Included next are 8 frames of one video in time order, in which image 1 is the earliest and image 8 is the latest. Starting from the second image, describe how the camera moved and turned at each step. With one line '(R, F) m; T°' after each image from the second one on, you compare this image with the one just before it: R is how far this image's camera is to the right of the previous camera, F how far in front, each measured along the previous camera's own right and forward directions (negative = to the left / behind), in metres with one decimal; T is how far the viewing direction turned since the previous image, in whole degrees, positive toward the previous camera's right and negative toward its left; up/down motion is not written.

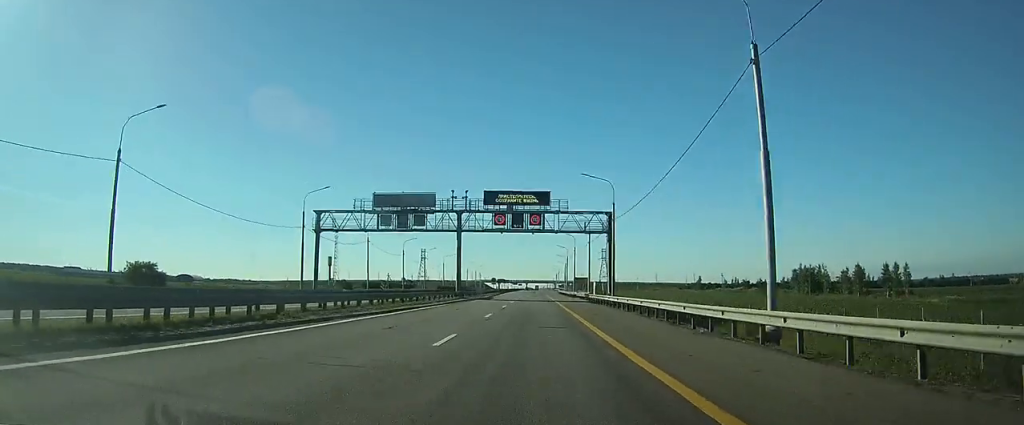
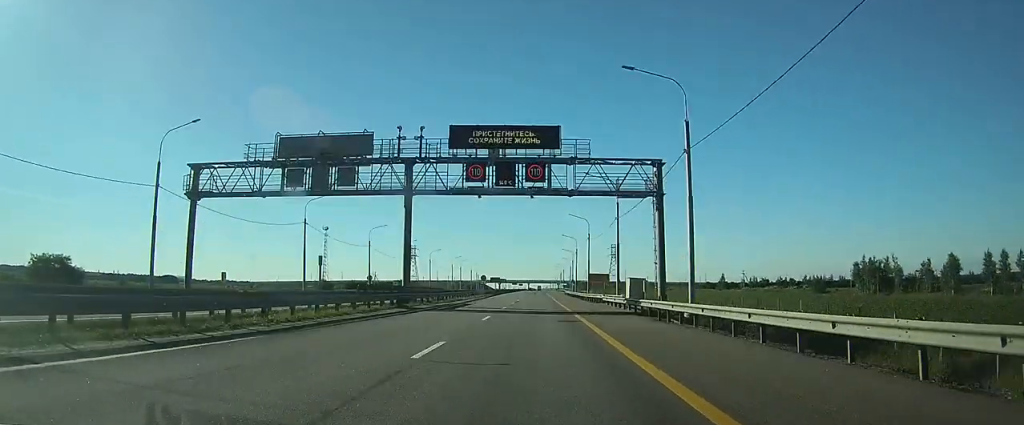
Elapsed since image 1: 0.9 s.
(0.0, +26.2) m; 0°
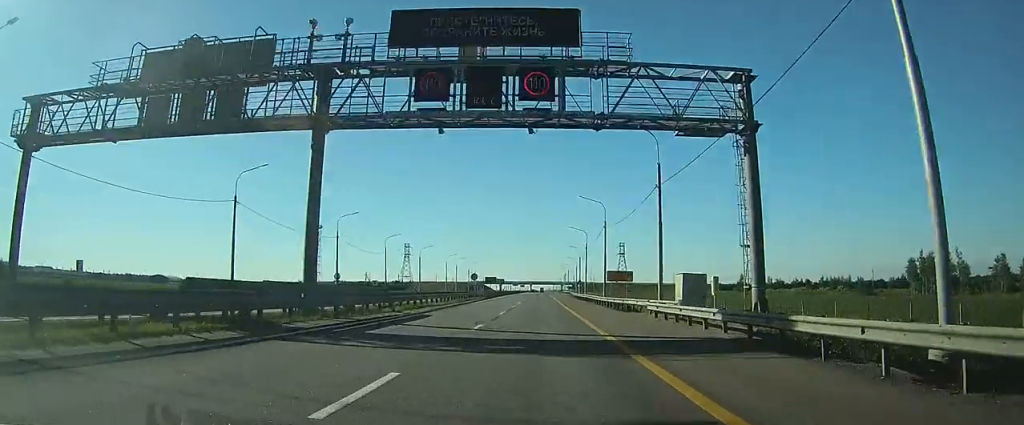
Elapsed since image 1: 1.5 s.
(-0.1, +16.9) m; 0°
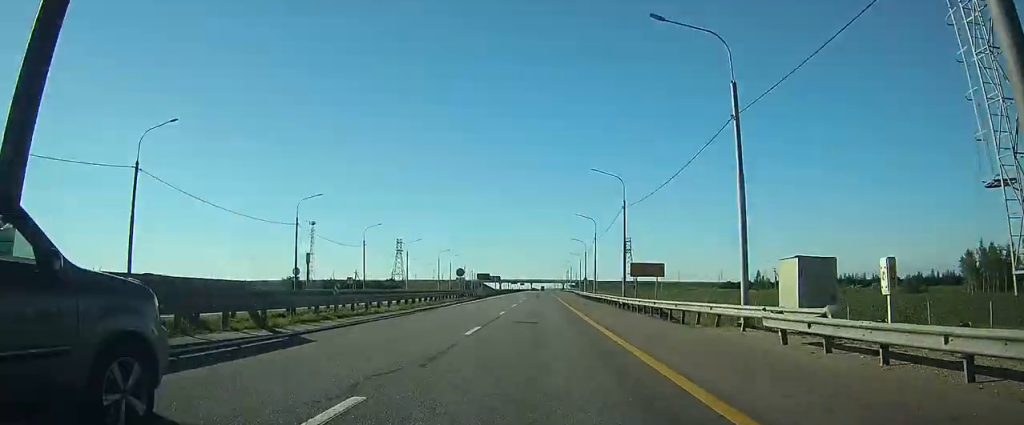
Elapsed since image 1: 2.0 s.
(0.0, +14.1) m; 0°
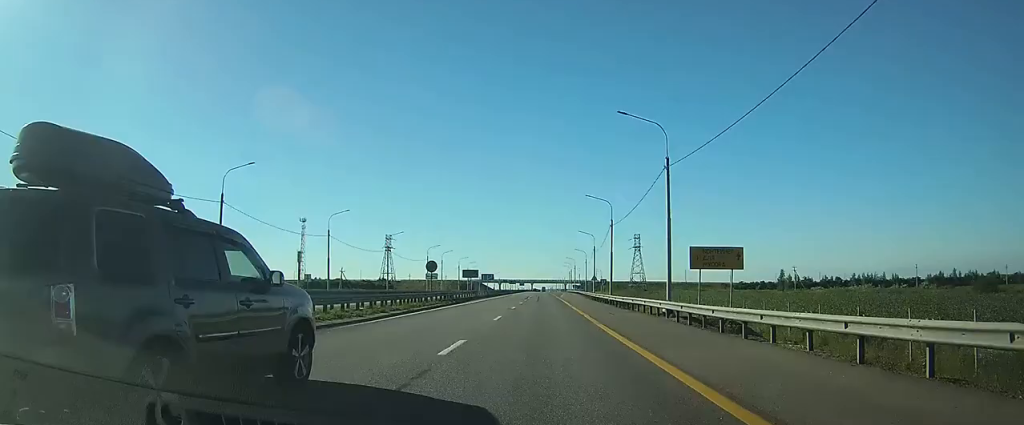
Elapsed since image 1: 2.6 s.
(0.0, +16.9) m; 0°
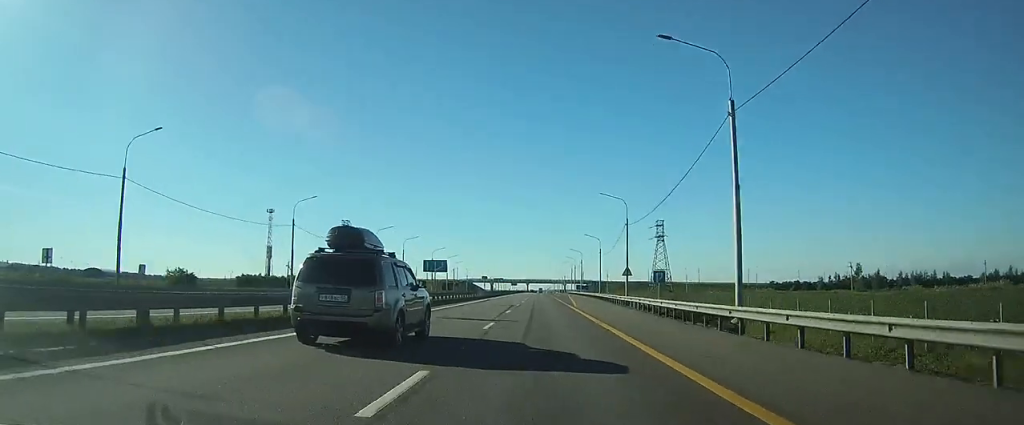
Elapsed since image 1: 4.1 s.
(-0.1, +41.3) m; 0°
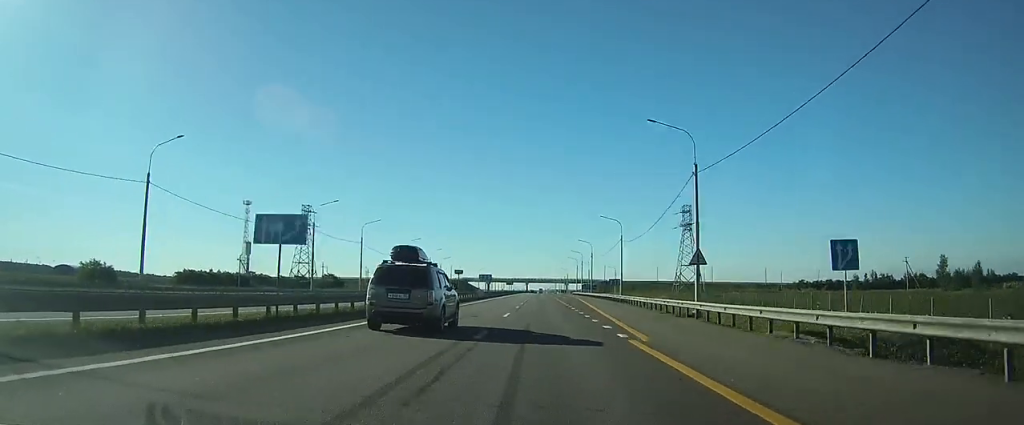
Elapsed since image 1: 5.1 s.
(+0.1, +27.2) m; 0°
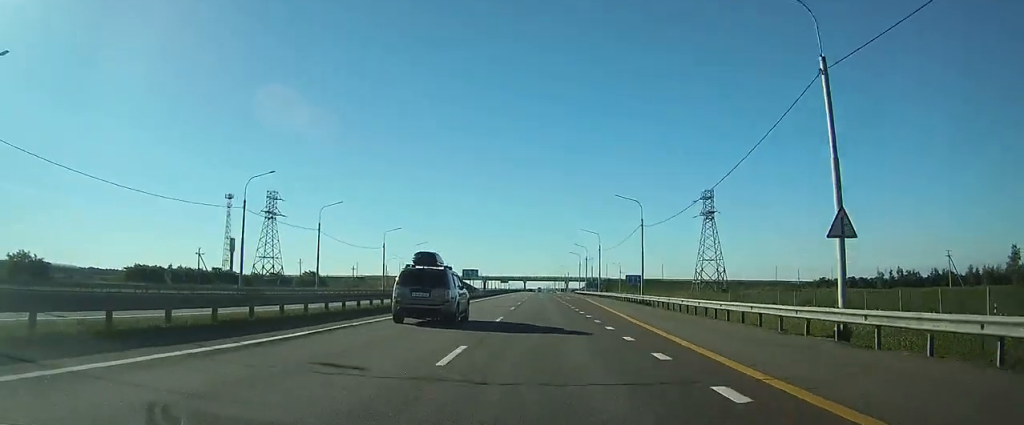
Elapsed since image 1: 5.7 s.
(-0.1, +16.9) m; 0°
